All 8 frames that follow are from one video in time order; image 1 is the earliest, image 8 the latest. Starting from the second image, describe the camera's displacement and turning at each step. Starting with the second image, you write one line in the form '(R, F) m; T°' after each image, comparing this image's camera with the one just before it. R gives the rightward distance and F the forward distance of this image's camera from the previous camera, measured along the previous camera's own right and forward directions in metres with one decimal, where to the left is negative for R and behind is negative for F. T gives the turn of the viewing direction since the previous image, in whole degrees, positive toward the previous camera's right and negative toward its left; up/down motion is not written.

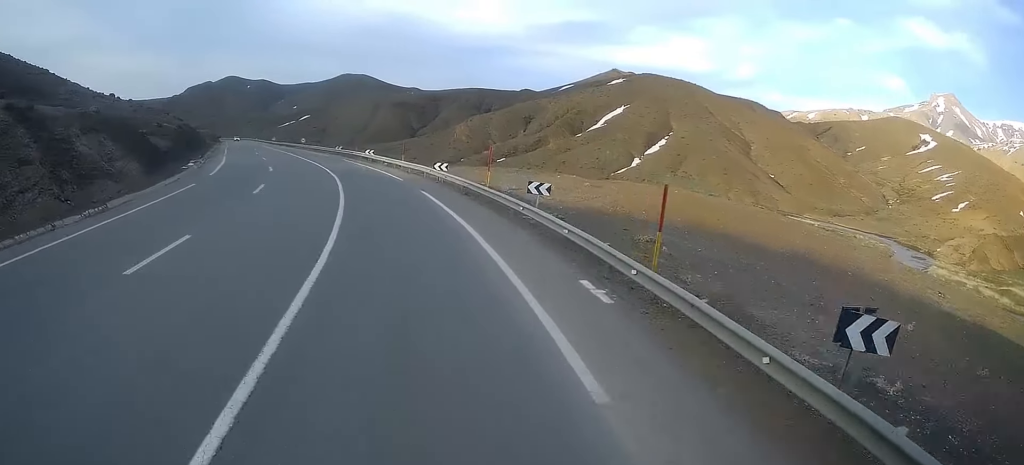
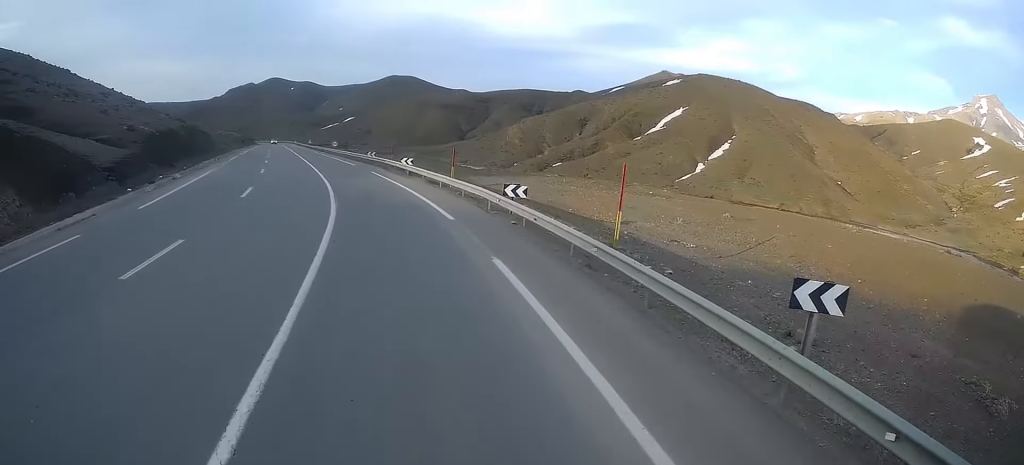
(-0.7, +14.2) m; -2°
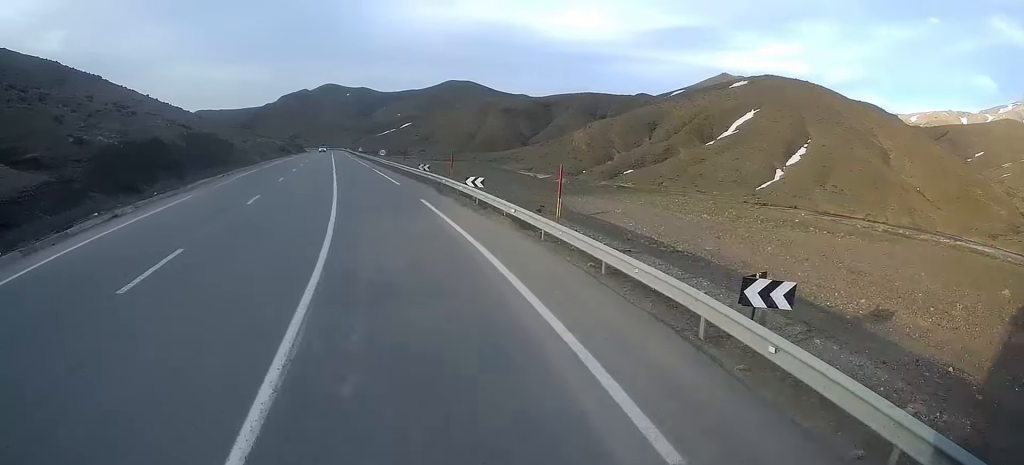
(+0.1, +13.4) m; -3°
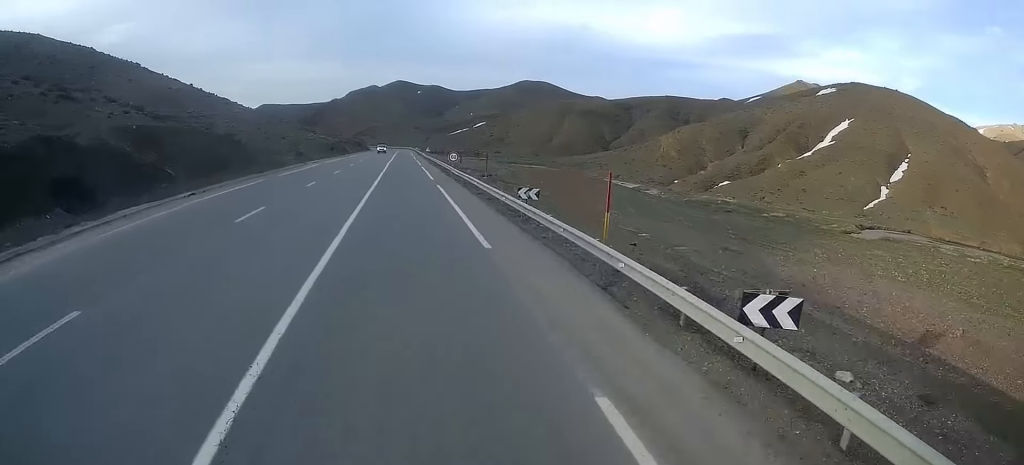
(-1.3, +19.2) m; -8°
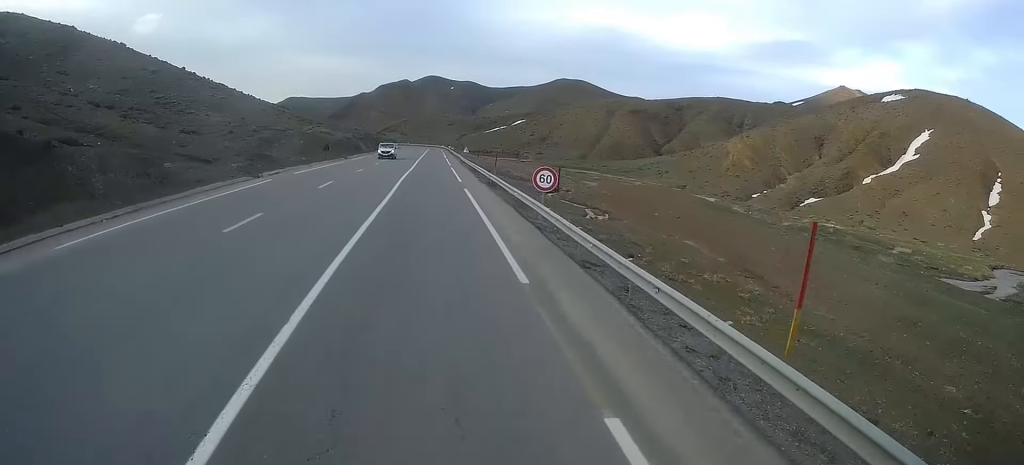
(-1.6, +28.9) m; -2°
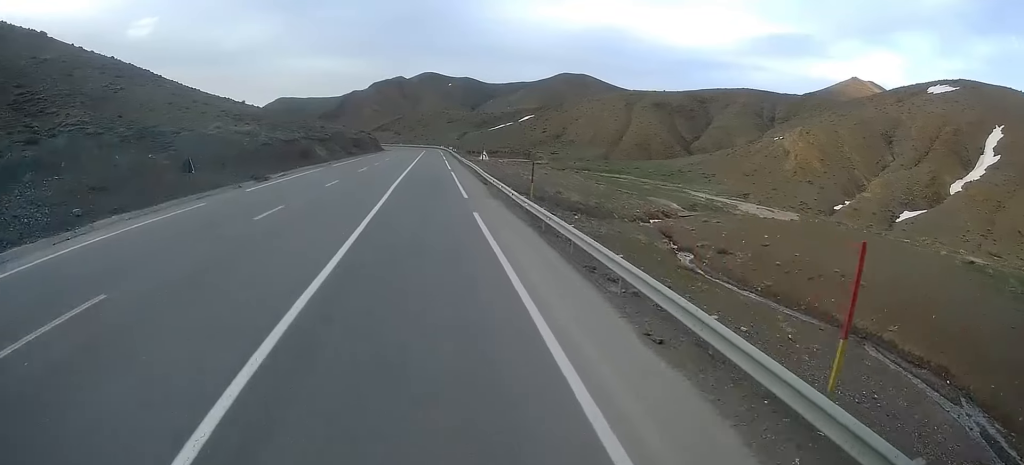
(0.0, +35.9) m; 0°
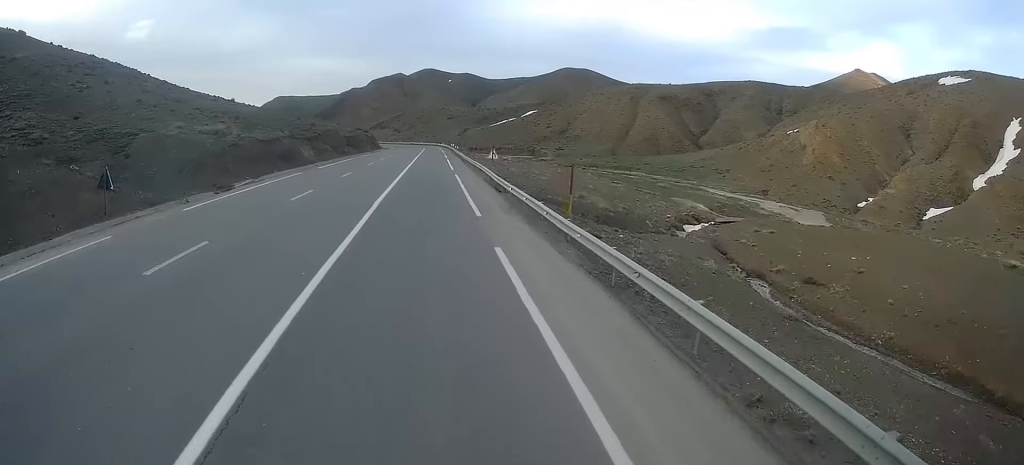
(+0.2, +7.6) m; 0°
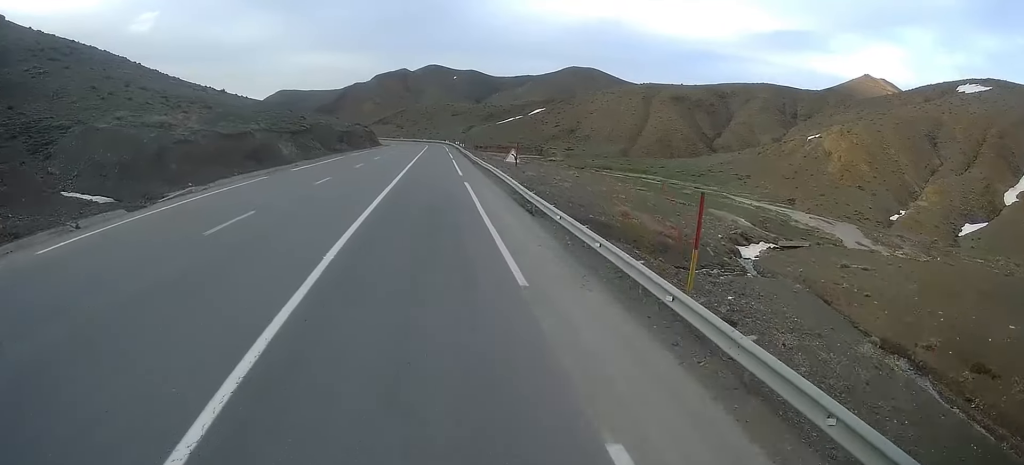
(+0.2, +9.7) m; 0°
